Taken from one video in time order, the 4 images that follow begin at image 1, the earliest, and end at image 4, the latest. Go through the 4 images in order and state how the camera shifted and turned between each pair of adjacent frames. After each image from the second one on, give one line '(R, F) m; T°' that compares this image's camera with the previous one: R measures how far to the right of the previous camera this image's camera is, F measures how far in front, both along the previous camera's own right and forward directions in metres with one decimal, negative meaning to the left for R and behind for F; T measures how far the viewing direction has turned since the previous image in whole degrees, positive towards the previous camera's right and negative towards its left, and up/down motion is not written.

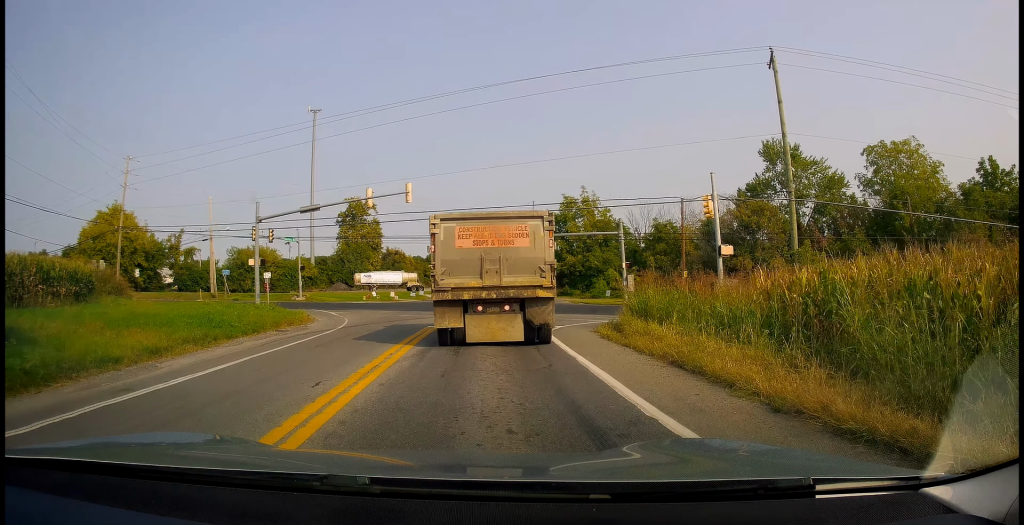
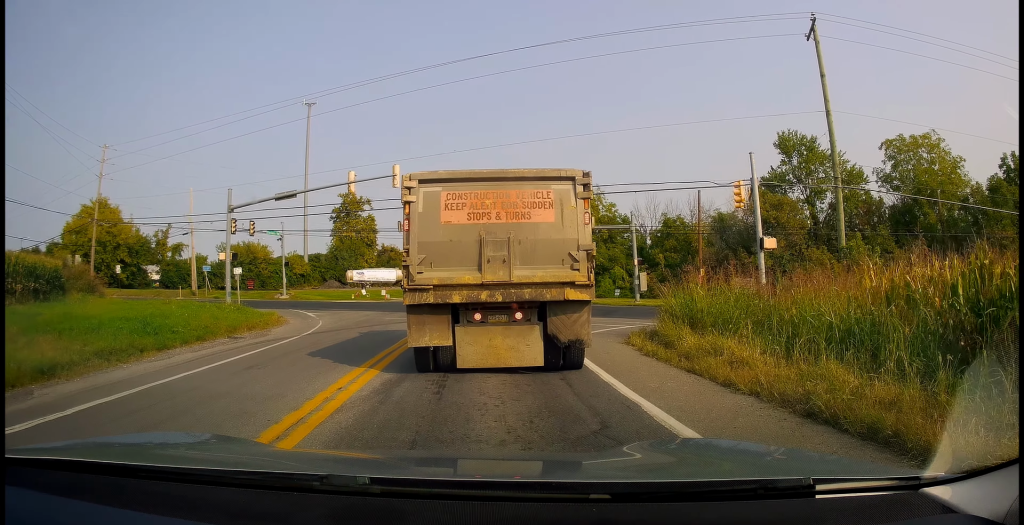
(0.0, +4.2) m; -2°
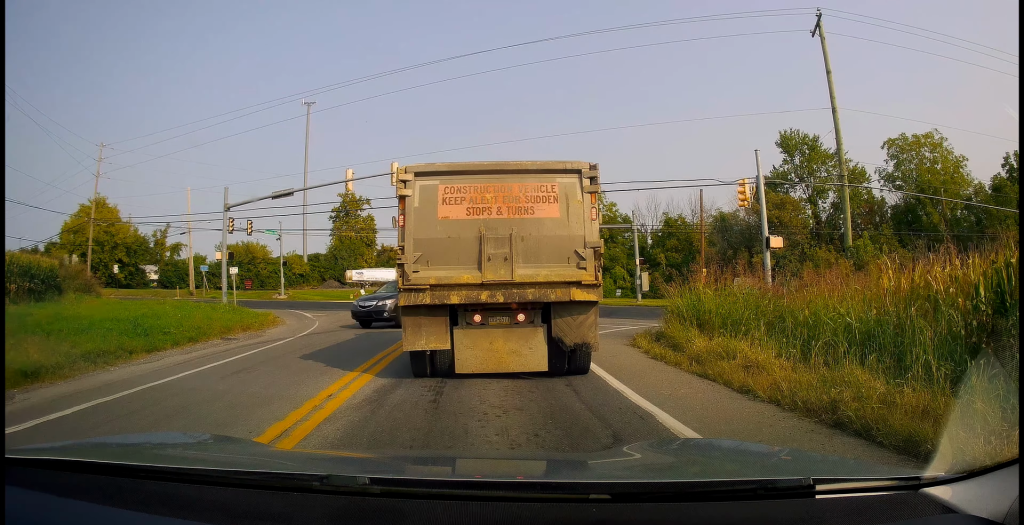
(-0.3, +0.1) m; 0°
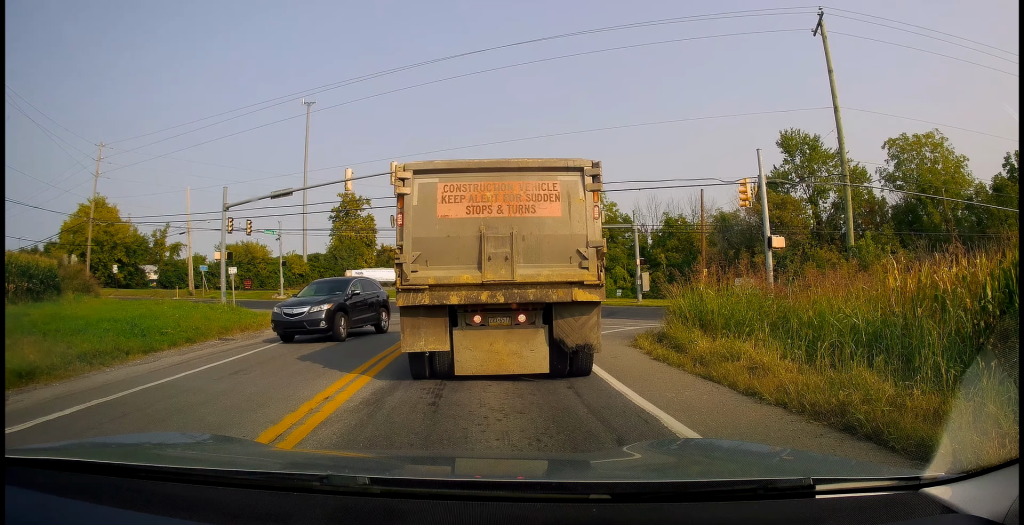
(0.0, 0.0) m; 0°
